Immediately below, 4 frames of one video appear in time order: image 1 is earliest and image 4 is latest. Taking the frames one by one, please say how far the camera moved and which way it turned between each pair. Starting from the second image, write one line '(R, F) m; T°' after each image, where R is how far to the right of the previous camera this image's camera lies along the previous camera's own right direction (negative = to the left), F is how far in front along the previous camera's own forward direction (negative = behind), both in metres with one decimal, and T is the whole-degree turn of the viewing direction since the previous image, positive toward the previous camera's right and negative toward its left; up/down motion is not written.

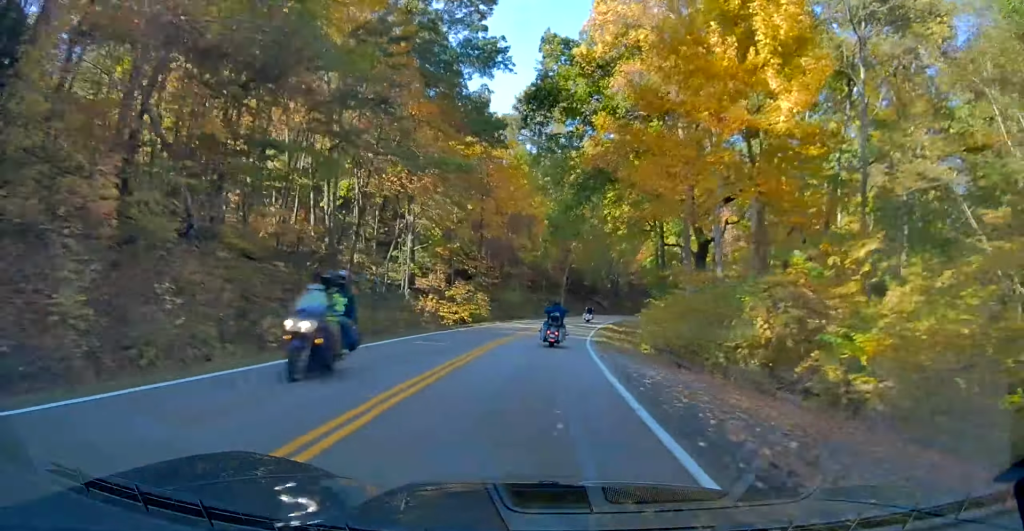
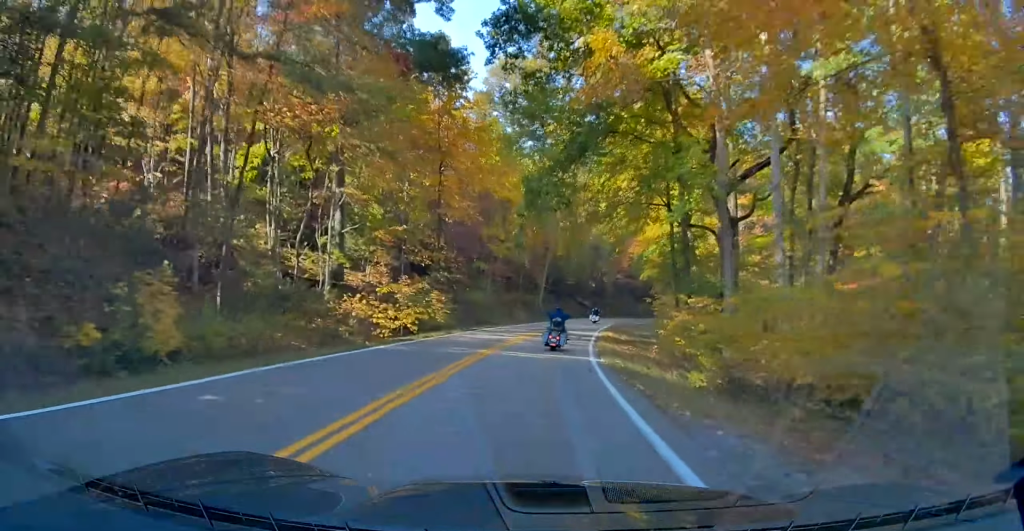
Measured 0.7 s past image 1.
(-0.4, +14.2) m; +1°
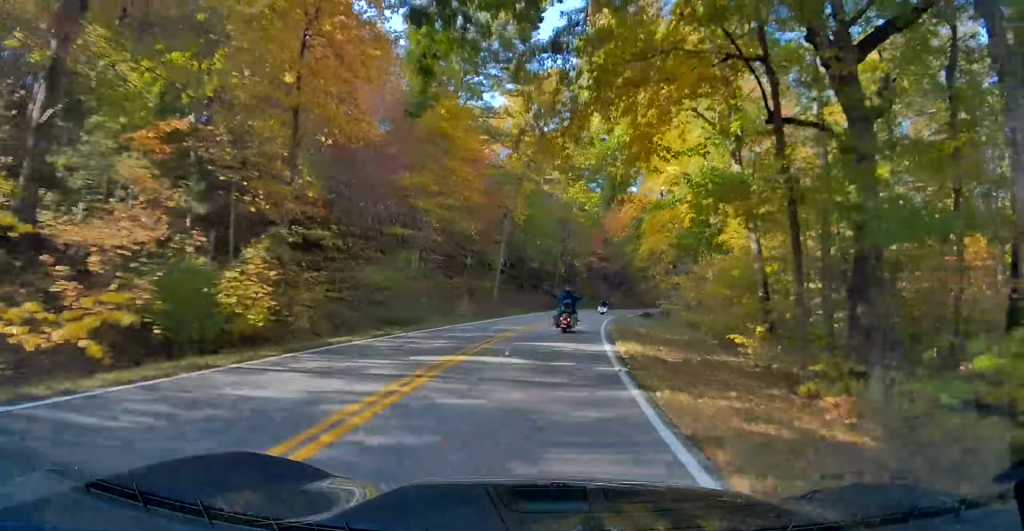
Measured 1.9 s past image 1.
(+0.9, +22.5) m; +2°
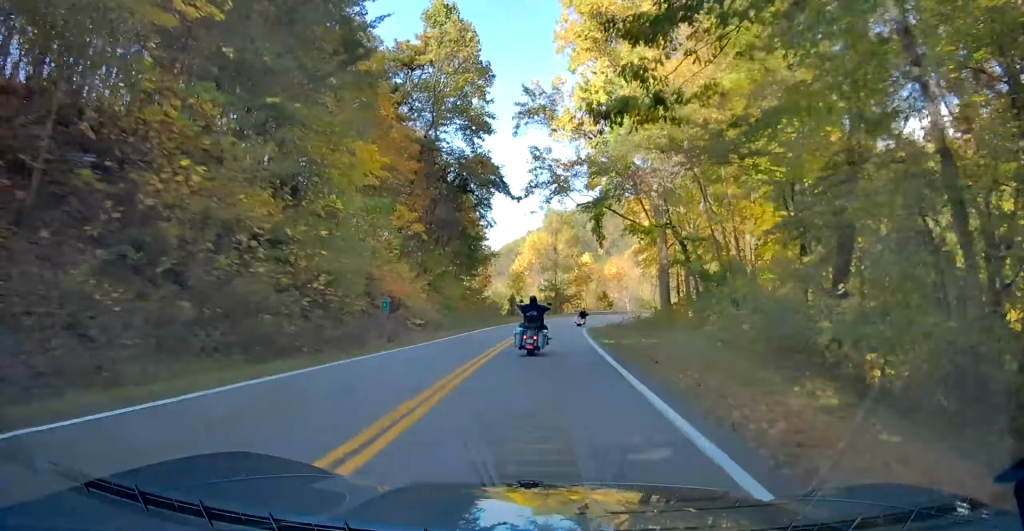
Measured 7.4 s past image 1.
(+18.5, +104.4) m; +22°
